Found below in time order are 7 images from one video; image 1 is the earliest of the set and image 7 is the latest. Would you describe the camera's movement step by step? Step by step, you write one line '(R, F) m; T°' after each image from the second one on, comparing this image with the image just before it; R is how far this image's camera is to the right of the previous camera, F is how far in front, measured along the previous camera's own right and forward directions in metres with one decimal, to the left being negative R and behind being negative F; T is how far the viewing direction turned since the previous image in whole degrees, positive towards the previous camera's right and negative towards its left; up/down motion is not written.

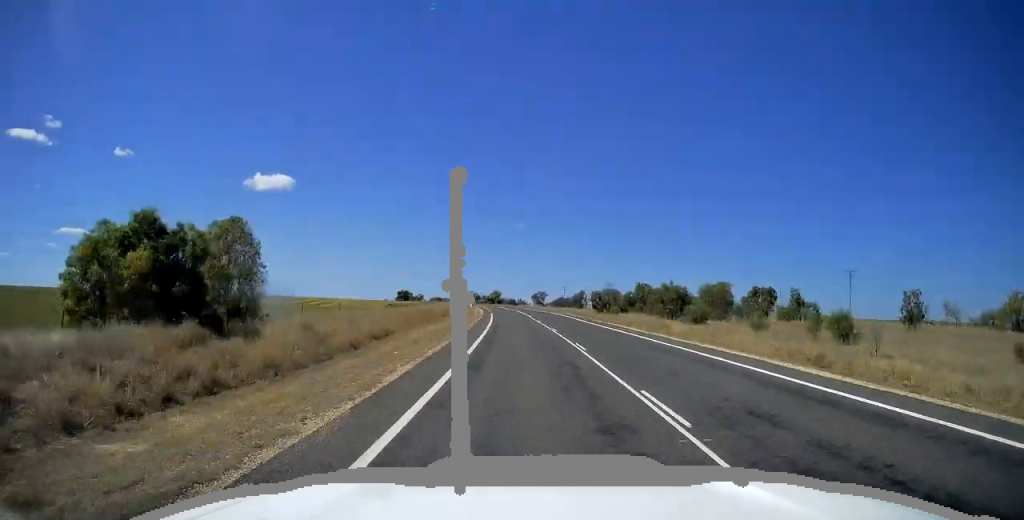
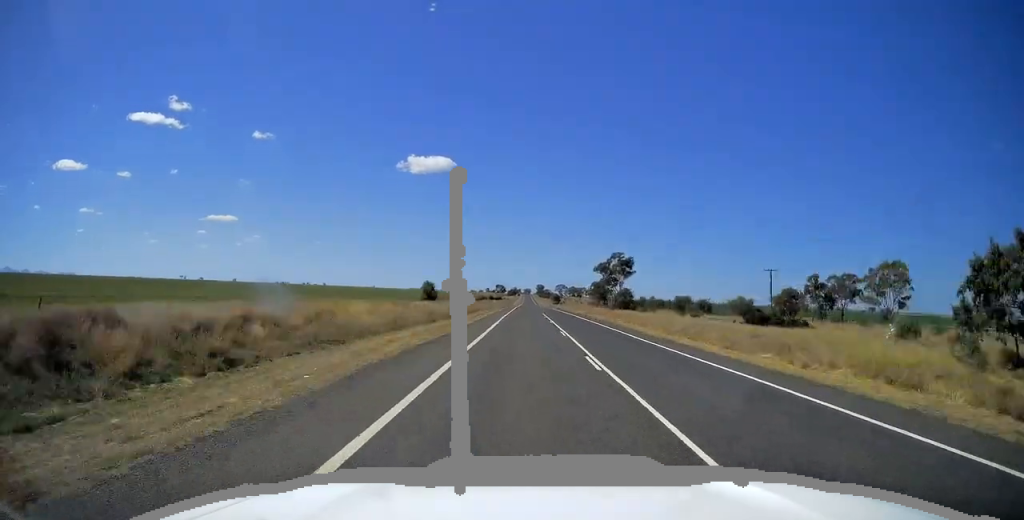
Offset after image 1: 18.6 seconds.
(-77.1, +519.4) m; -11°
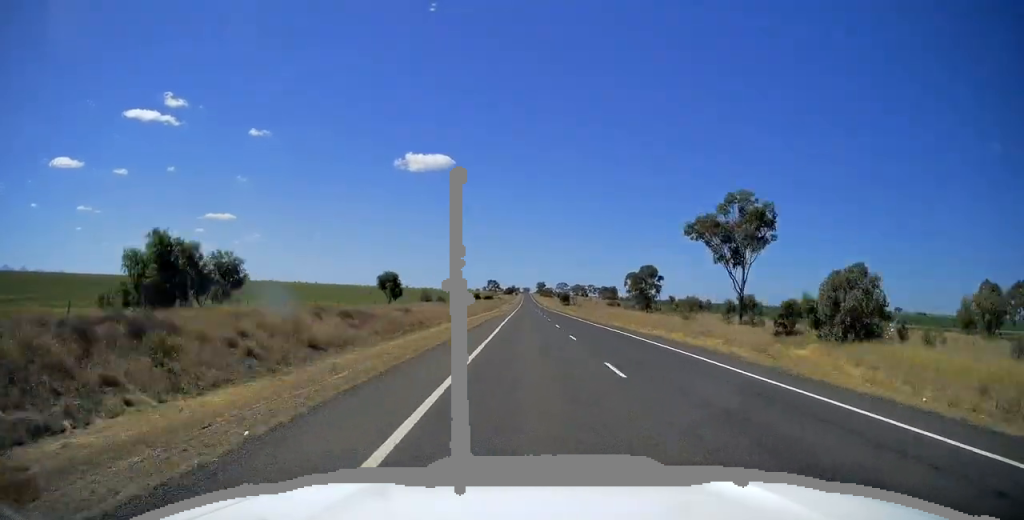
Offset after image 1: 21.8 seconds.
(-0.1, +90.9) m; 0°
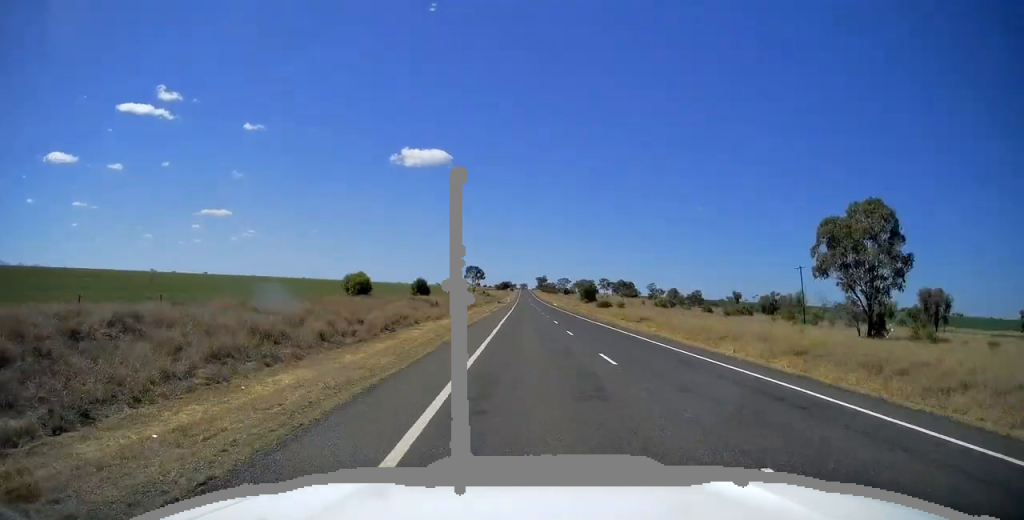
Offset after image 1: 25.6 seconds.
(0.0, +109.0) m; 0°
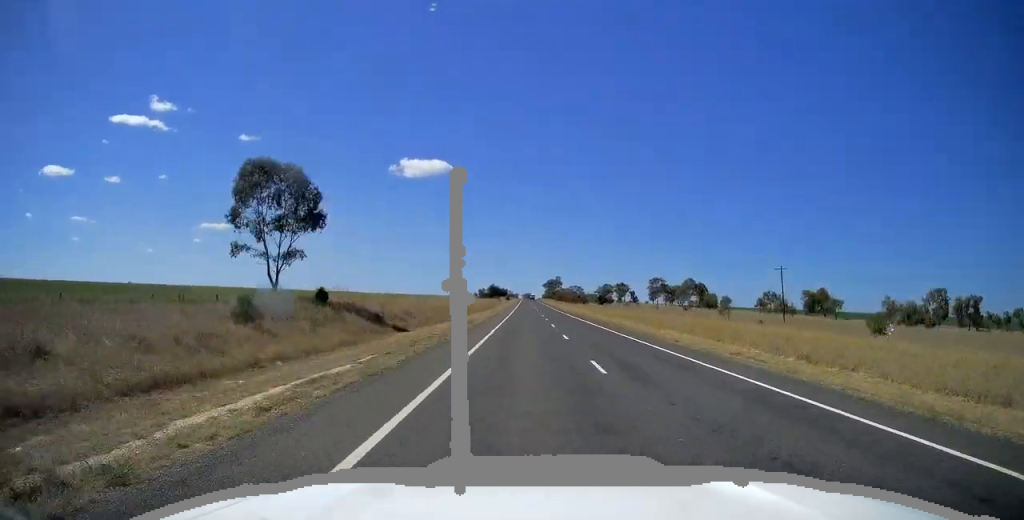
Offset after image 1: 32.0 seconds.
(+0.4, +181.6) m; 0°
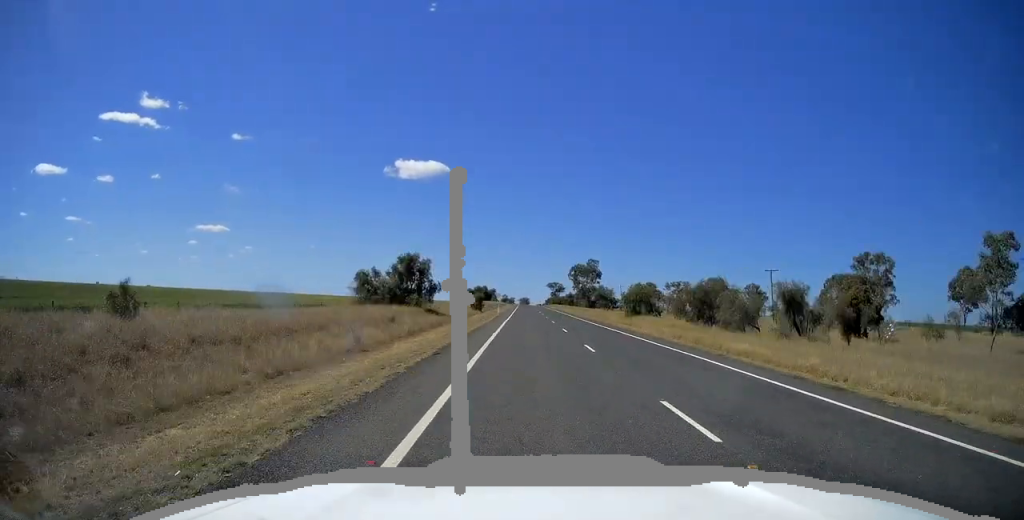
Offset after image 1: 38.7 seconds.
(0.0, +190.7) m; 0°
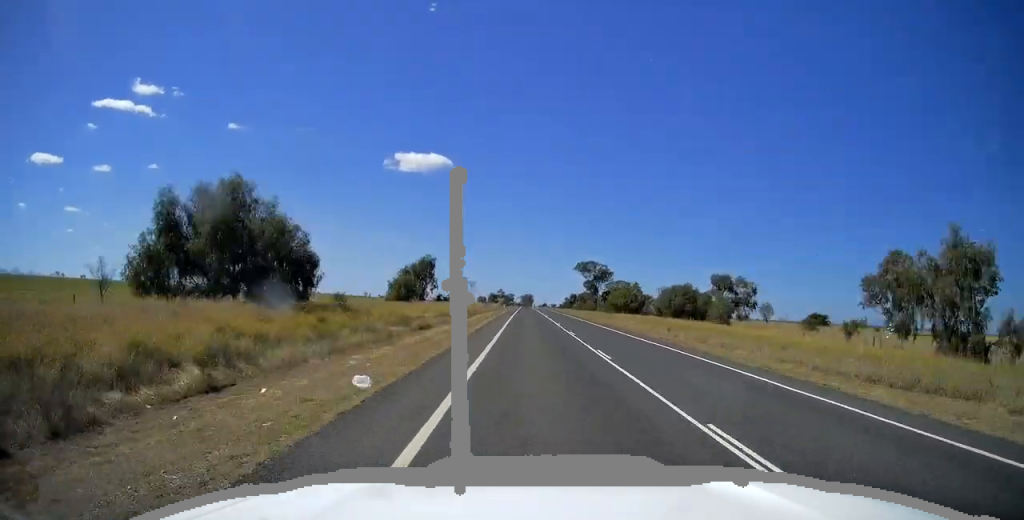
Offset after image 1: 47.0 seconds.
(-0.3, +236.3) m; 0°
